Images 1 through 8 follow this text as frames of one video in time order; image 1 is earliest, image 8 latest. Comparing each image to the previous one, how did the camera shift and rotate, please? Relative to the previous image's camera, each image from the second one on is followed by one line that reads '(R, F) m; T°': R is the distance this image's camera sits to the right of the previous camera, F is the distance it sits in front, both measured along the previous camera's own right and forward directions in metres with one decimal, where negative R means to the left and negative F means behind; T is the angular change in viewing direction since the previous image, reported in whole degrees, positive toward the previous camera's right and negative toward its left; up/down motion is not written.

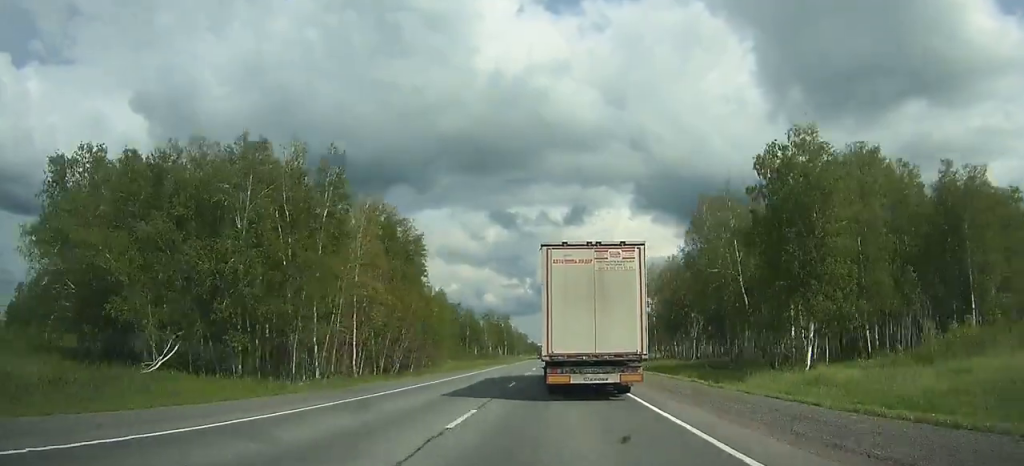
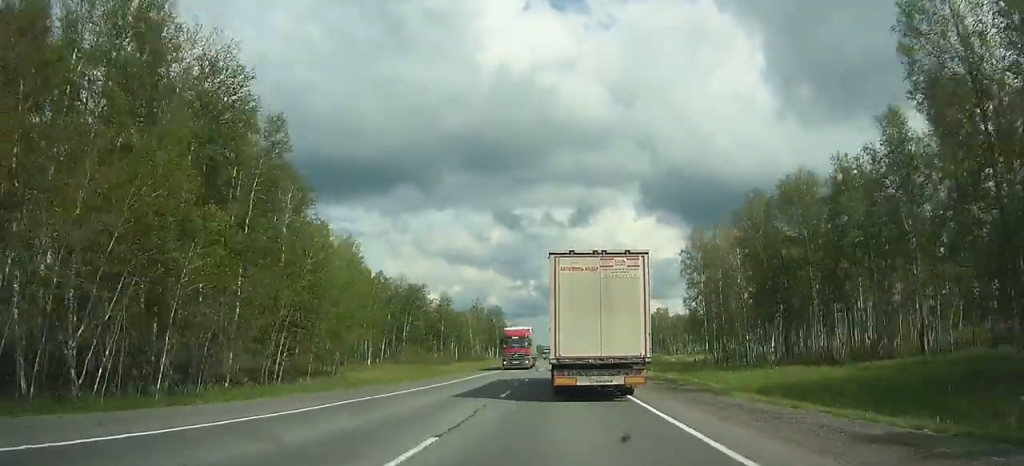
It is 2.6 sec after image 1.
(-0.3, +52.4) m; 0°
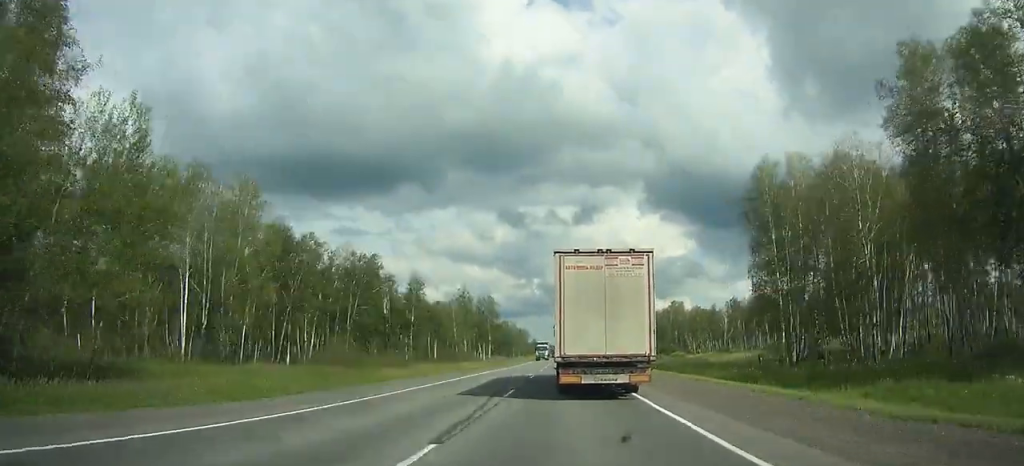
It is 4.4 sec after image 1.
(0.0, +37.2) m; 0°
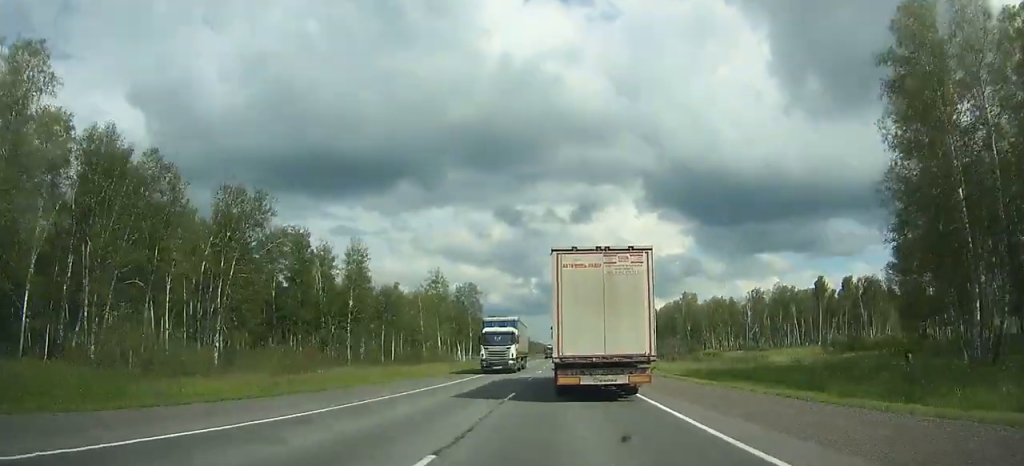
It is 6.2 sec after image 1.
(-0.1, +36.6) m; 0°
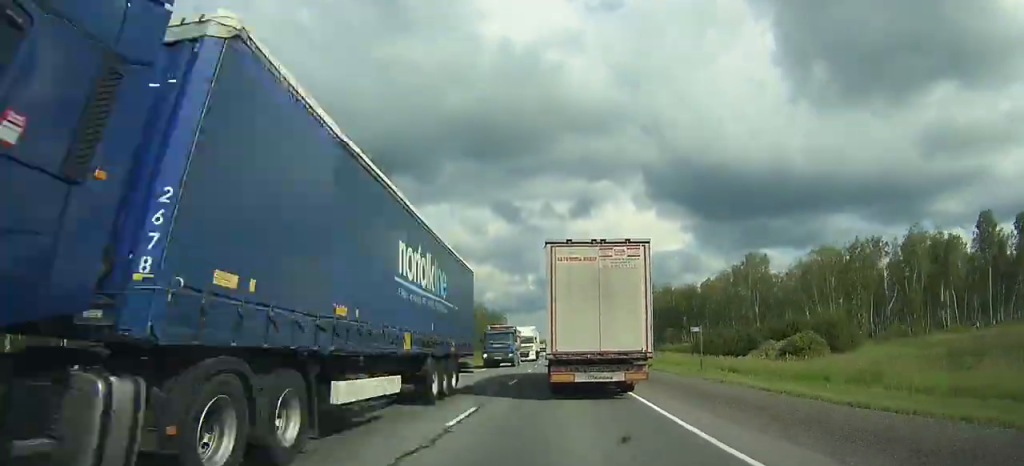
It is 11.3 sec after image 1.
(+0.9, +100.9) m; 0°
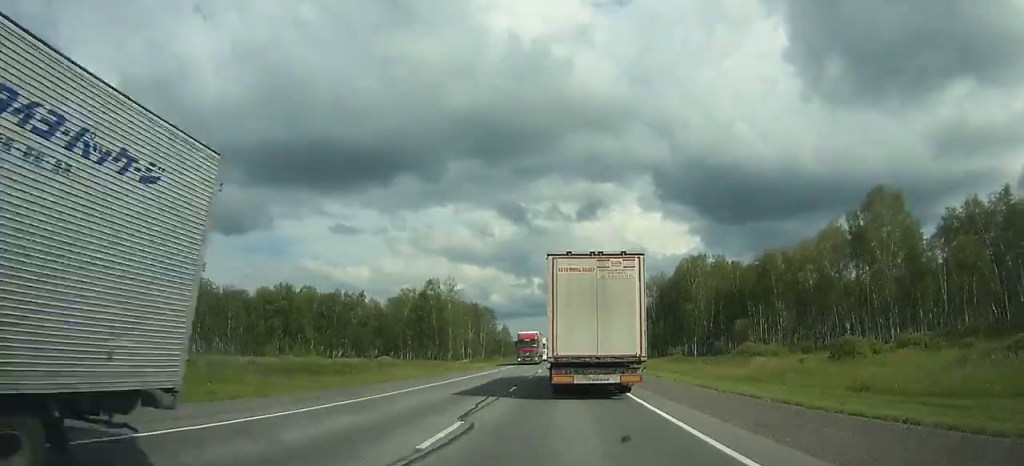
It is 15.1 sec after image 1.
(-0.6, +75.4) m; -1°
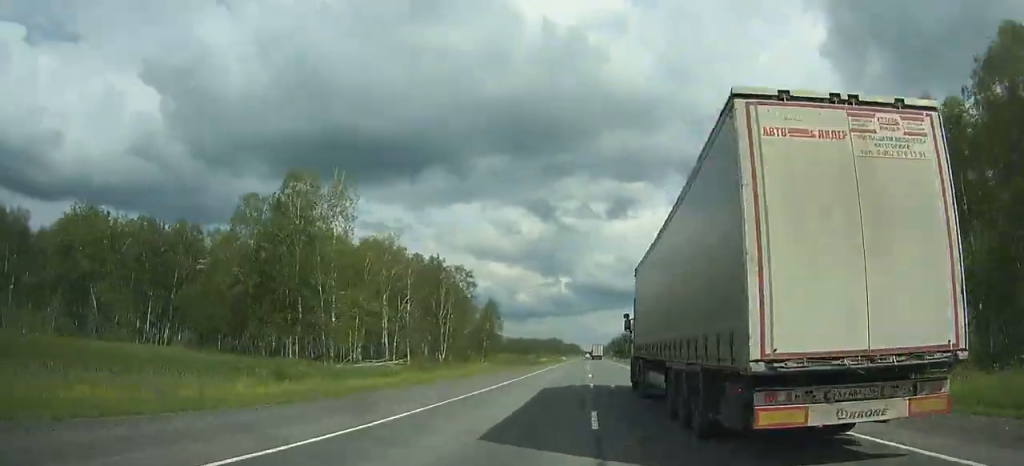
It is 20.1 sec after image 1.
(-0.3, +114.2) m; 0°
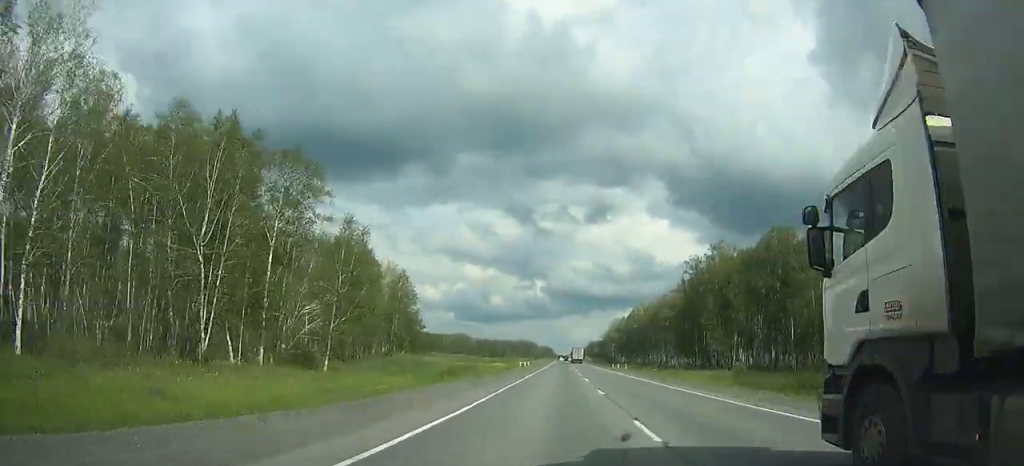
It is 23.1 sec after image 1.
(+0.3, +76.9) m; +1°
